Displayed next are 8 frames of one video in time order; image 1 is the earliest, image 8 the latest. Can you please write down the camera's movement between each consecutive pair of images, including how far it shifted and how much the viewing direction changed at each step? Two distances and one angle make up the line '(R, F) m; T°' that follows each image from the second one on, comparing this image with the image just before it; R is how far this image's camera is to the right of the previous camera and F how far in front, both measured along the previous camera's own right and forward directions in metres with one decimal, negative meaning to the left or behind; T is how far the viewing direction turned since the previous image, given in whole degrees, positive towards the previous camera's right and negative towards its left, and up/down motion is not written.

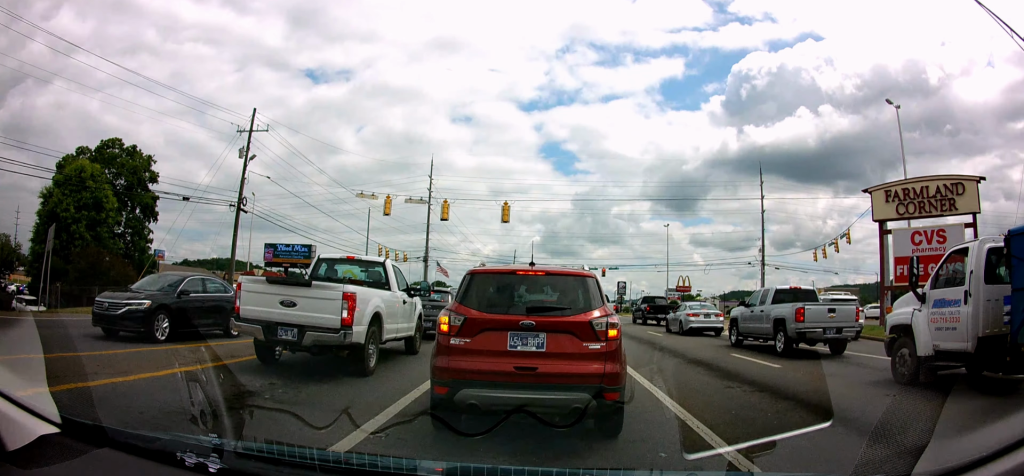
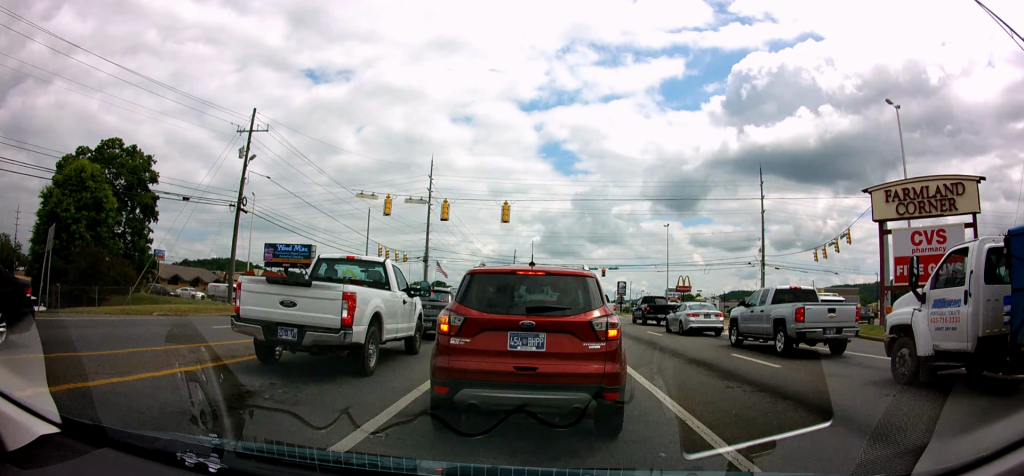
(0.0, 0.0) m; 0°
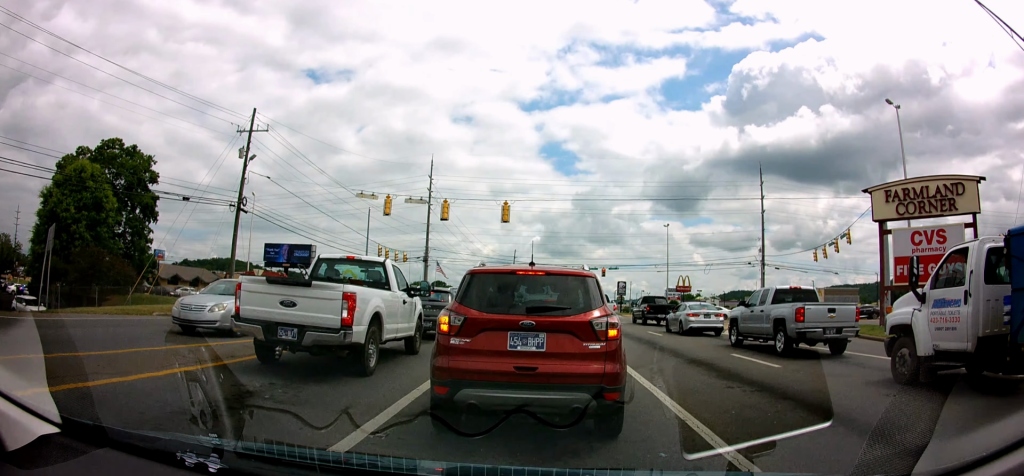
(0.0, 0.0) m; 0°
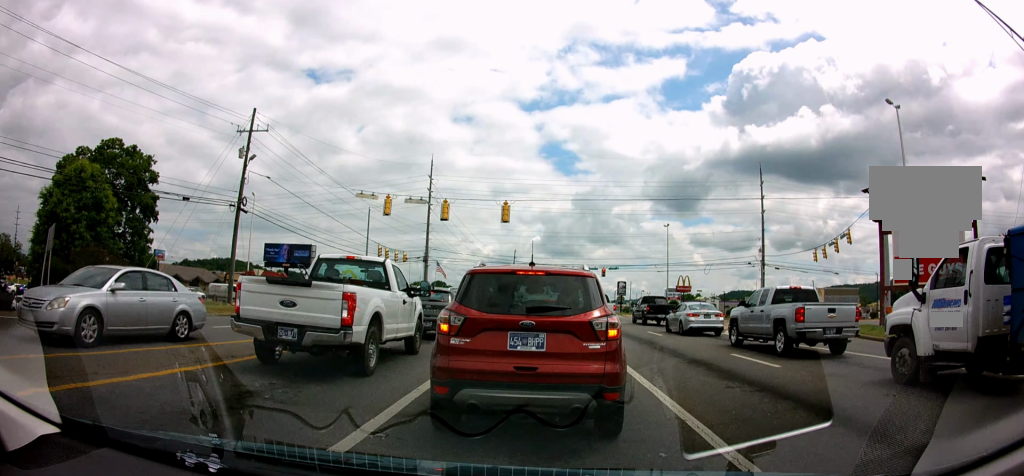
(0.0, 0.0) m; 0°
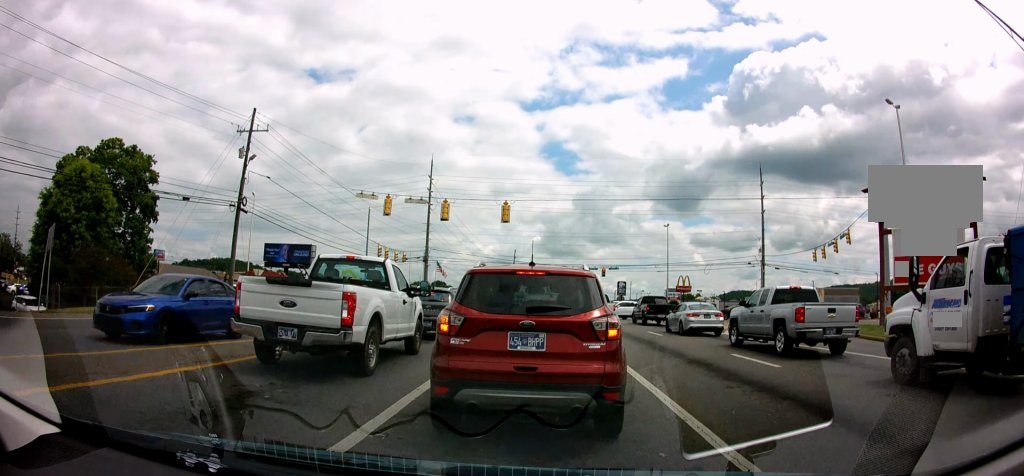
(0.0, 0.0) m; 0°
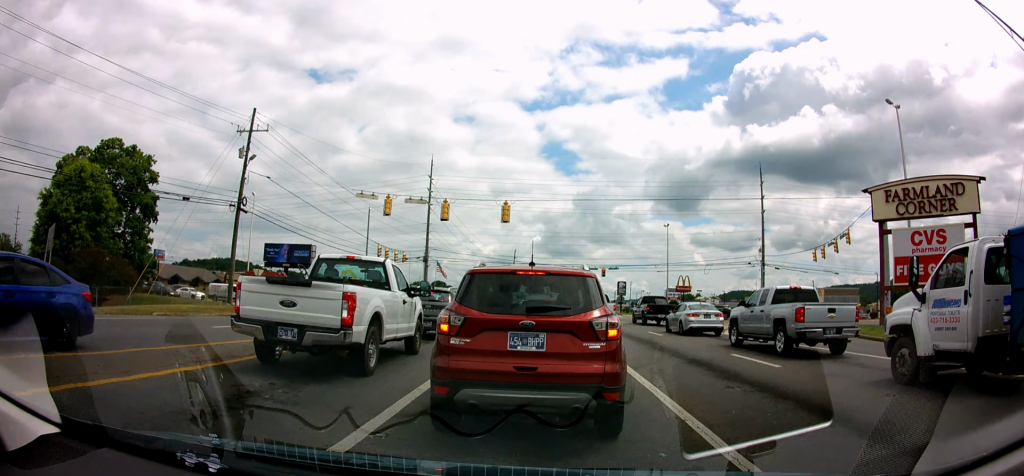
(0.0, 0.0) m; 0°
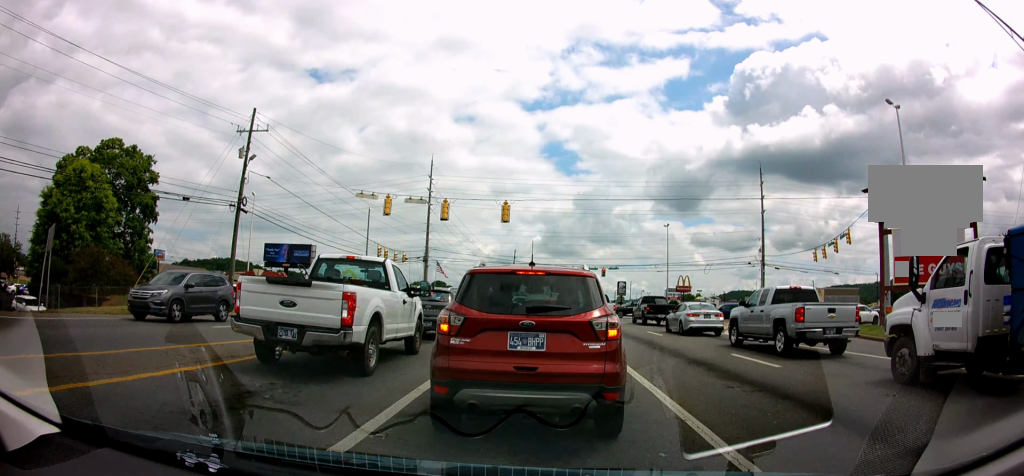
(0.0, 0.0) m; 0°
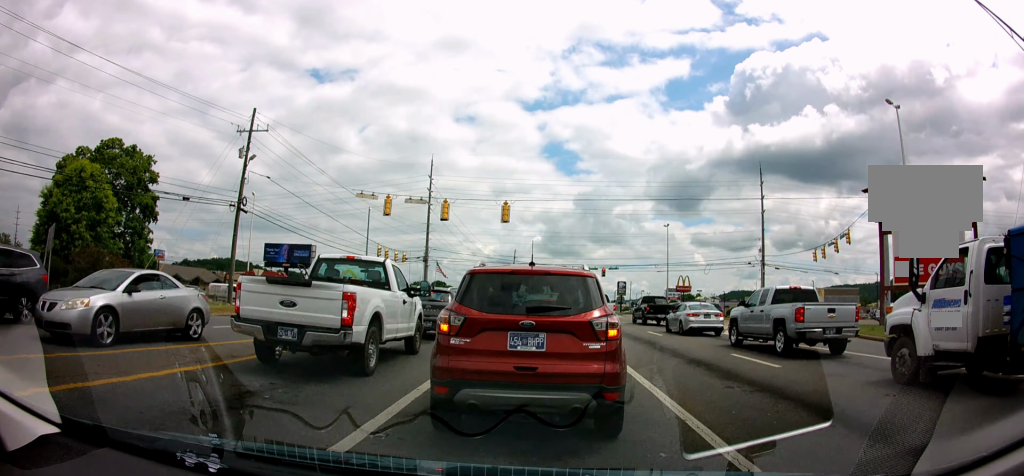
(0.0, 0.0) m; 0°
